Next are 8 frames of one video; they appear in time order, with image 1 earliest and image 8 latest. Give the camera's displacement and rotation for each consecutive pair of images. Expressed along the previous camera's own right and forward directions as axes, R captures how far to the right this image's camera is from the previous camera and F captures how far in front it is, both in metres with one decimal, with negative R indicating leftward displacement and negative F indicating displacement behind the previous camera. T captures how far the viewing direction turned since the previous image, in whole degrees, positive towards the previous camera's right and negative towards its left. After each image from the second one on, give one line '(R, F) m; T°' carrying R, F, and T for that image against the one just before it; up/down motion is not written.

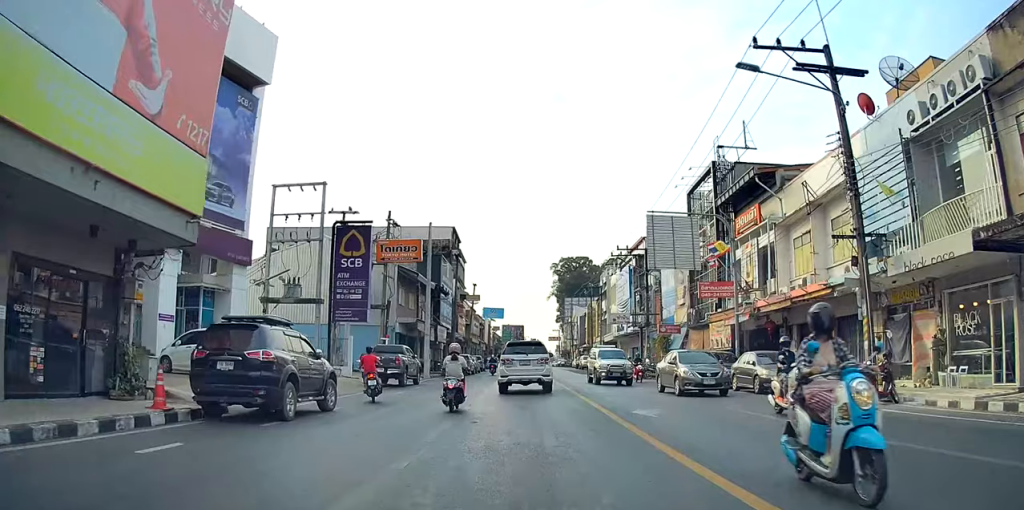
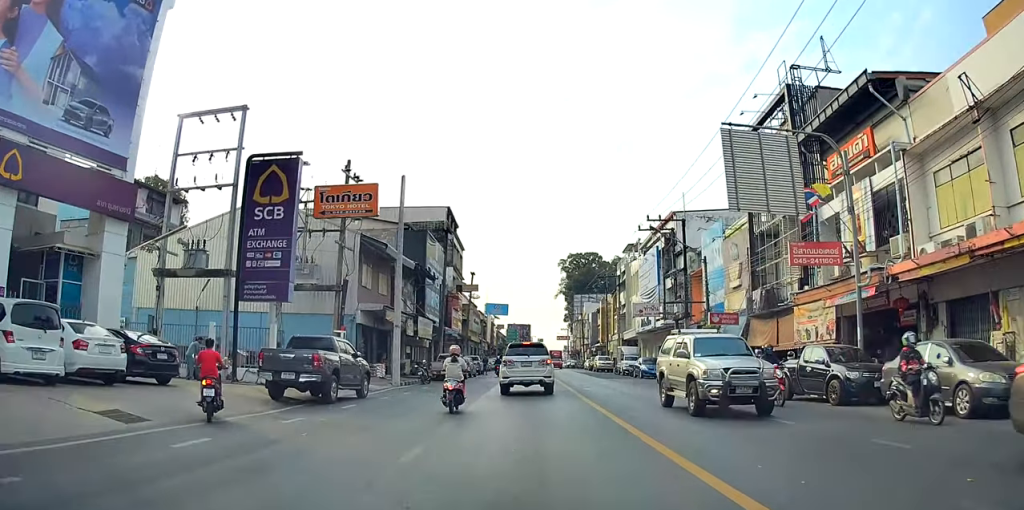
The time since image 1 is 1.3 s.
(+0.6, +12.2) m; +3°
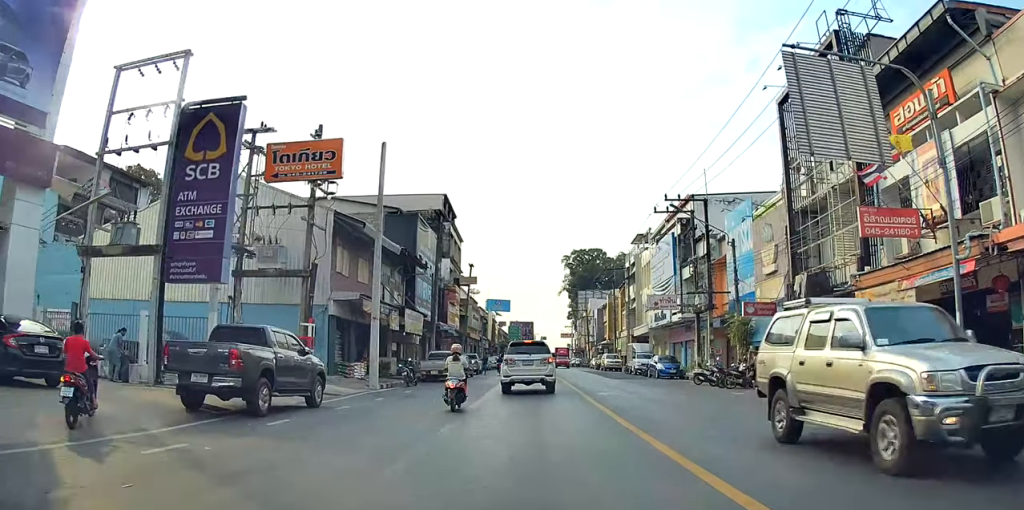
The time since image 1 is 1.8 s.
(+0.2, +5.2) m; +1°
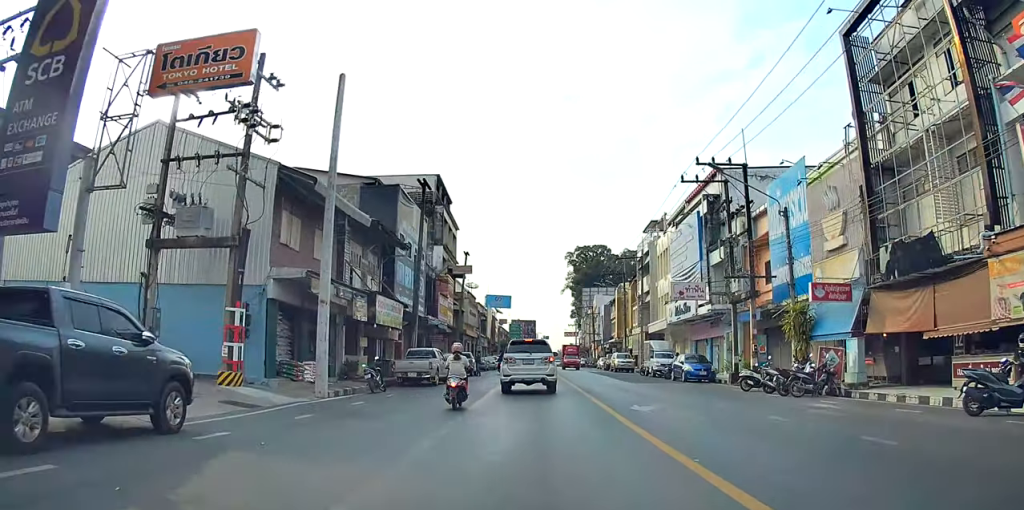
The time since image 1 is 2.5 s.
(-0.7, +6.7) m; +4°
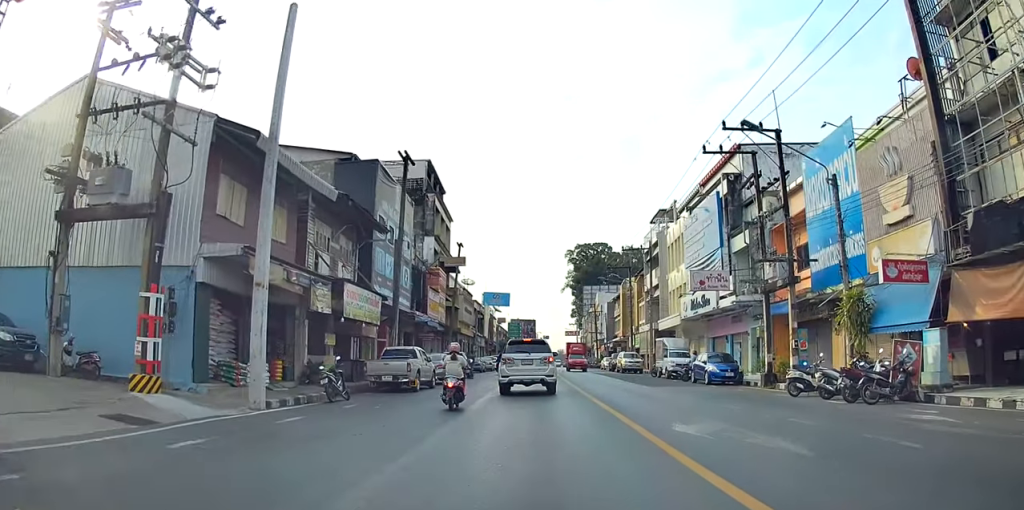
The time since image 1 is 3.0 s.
(+0.5, +4.3) m; -2°
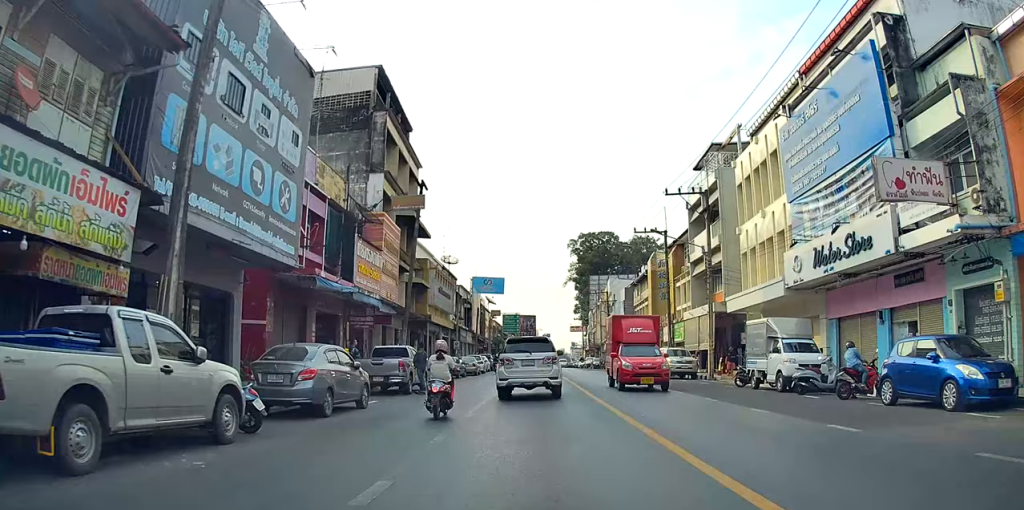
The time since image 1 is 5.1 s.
(-2.5, +18.0) m; -13°
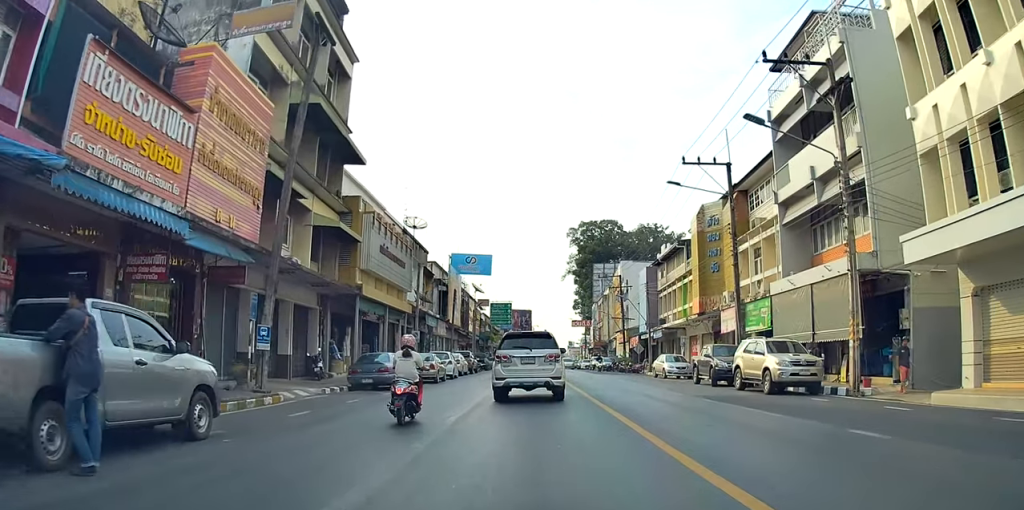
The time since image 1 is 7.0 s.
(+1.5, +17.2) m; +8°
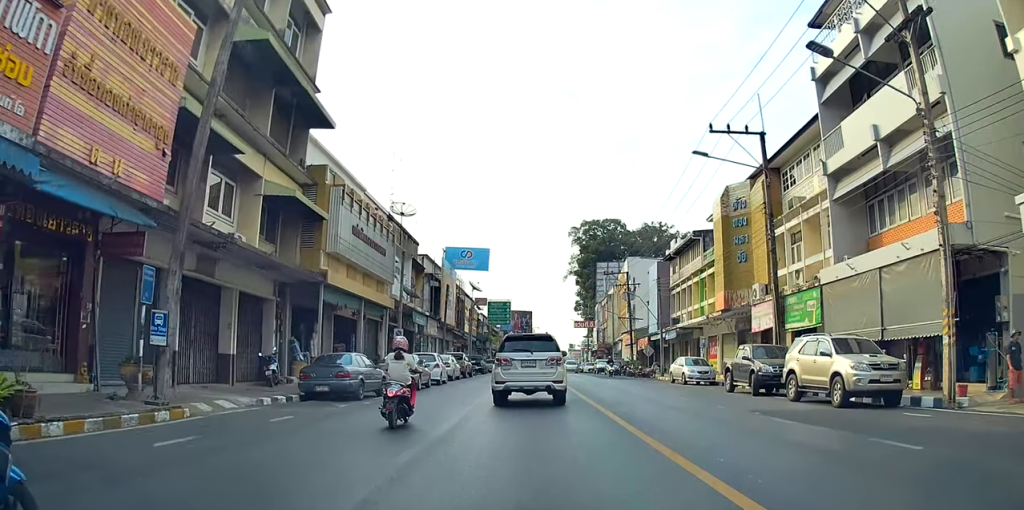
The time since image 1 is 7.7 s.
(+0.5, +5.2) m; 0°
